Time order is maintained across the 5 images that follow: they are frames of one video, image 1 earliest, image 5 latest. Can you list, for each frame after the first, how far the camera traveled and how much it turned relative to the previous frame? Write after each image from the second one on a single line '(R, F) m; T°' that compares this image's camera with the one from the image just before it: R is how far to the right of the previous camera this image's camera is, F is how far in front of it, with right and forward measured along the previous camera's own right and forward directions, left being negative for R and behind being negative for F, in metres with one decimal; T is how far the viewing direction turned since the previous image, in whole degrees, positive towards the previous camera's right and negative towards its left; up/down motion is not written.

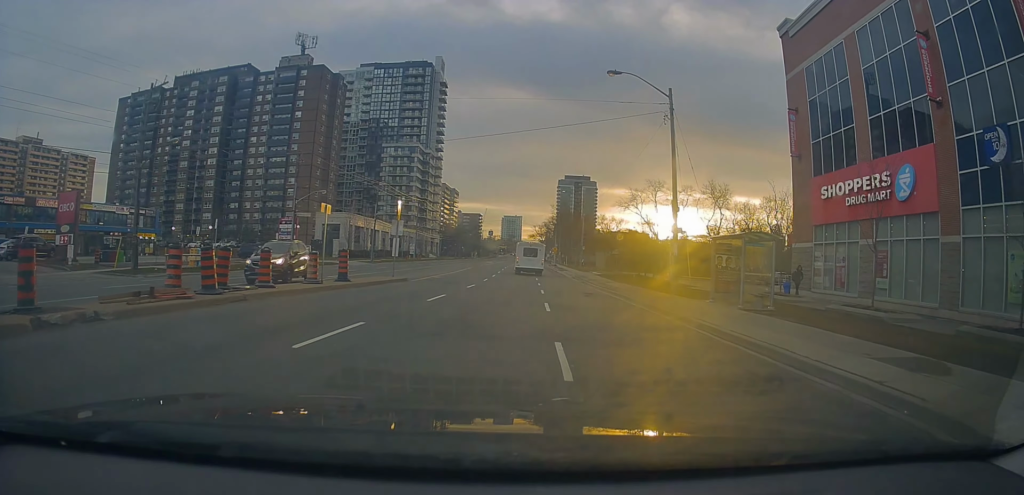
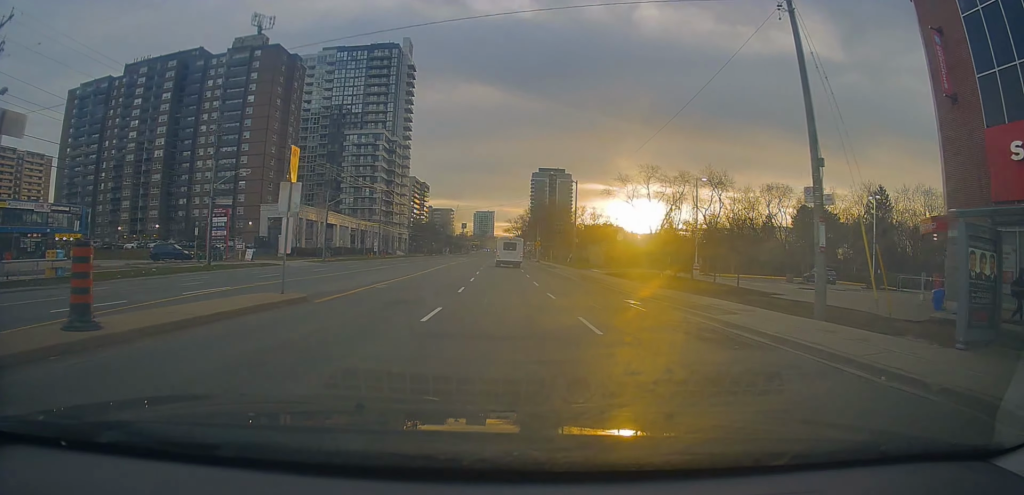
(+0.3, +15.0) m; -1°
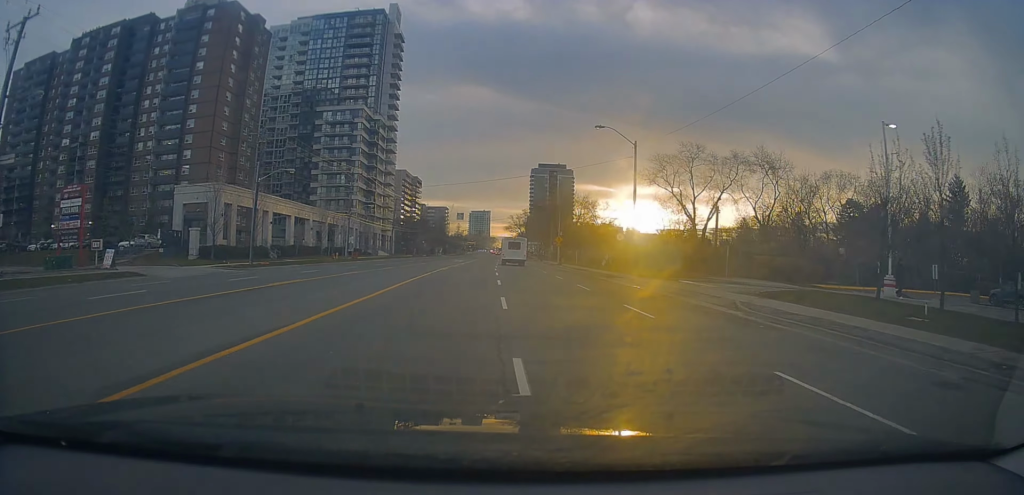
(+0.9, +25.4) m; +3°
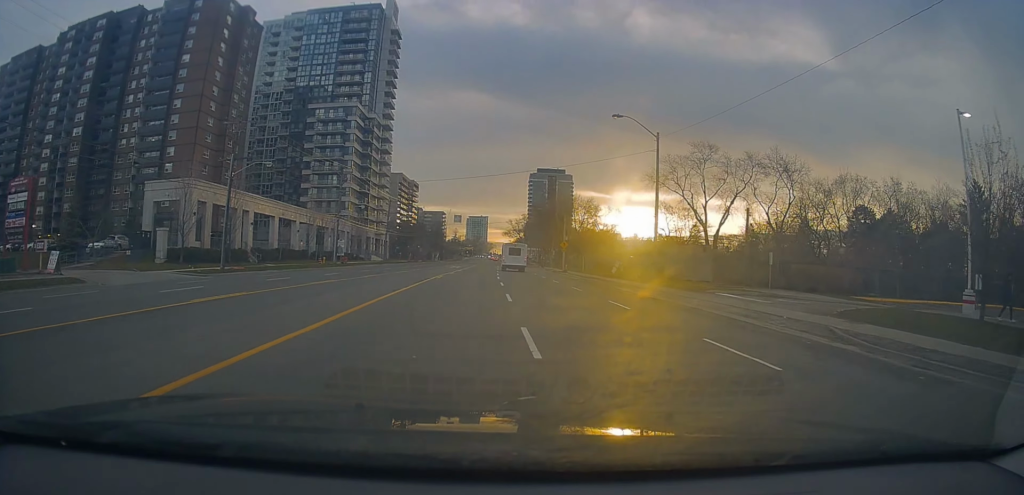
(-0.1, +5.8) m; 0°
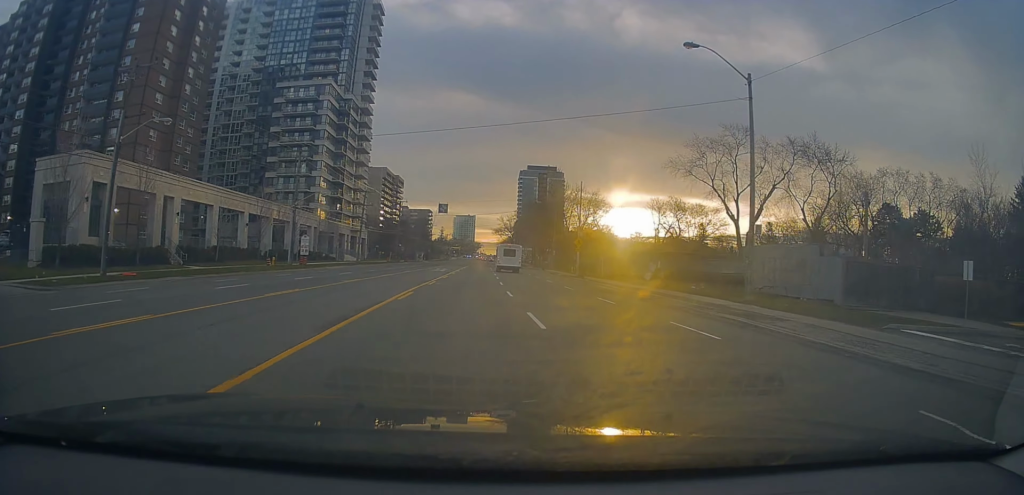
(0.0, +14.8) m; +1°
